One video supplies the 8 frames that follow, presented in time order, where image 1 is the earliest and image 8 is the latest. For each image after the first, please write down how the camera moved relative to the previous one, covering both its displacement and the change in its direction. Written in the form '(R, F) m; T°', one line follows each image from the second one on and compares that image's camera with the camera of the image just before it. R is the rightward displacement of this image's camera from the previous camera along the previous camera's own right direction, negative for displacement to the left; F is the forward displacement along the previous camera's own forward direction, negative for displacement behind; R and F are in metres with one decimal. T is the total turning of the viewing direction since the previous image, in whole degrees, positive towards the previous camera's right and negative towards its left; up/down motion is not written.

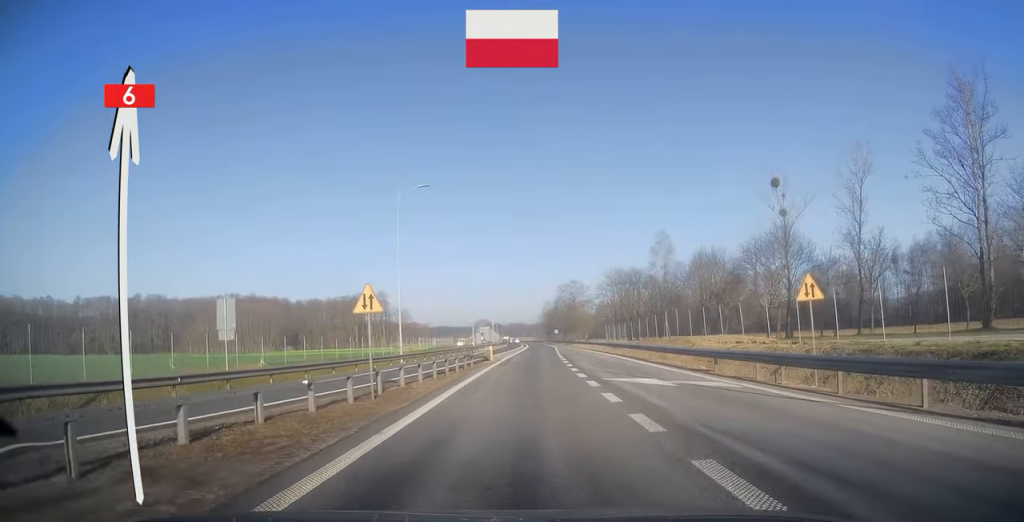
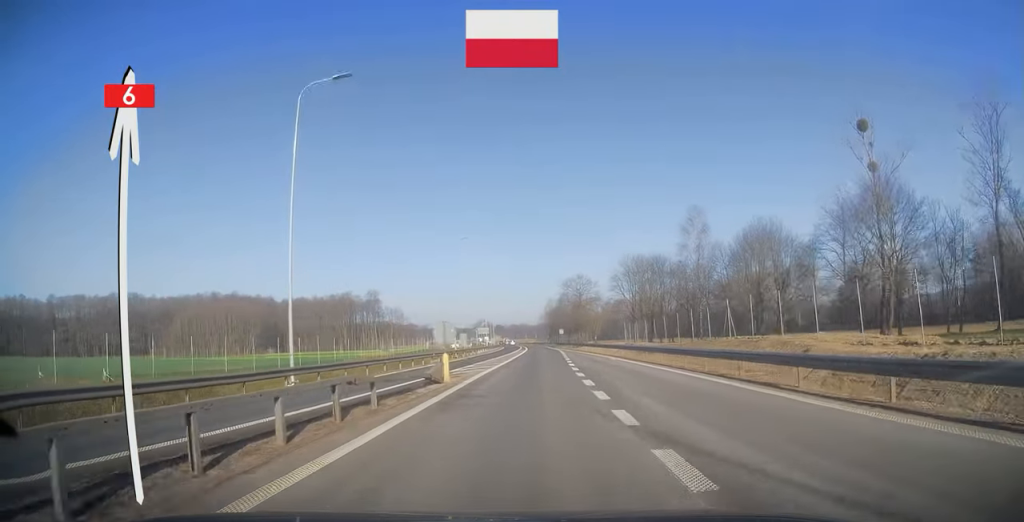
(-0.3, +18.9) m; 0°
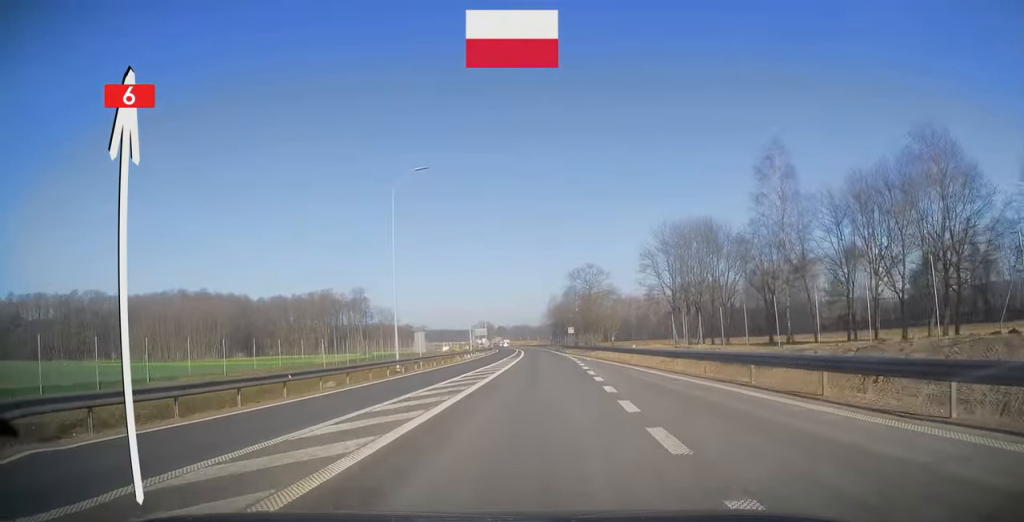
(+0.3, +26.0) m; +1°
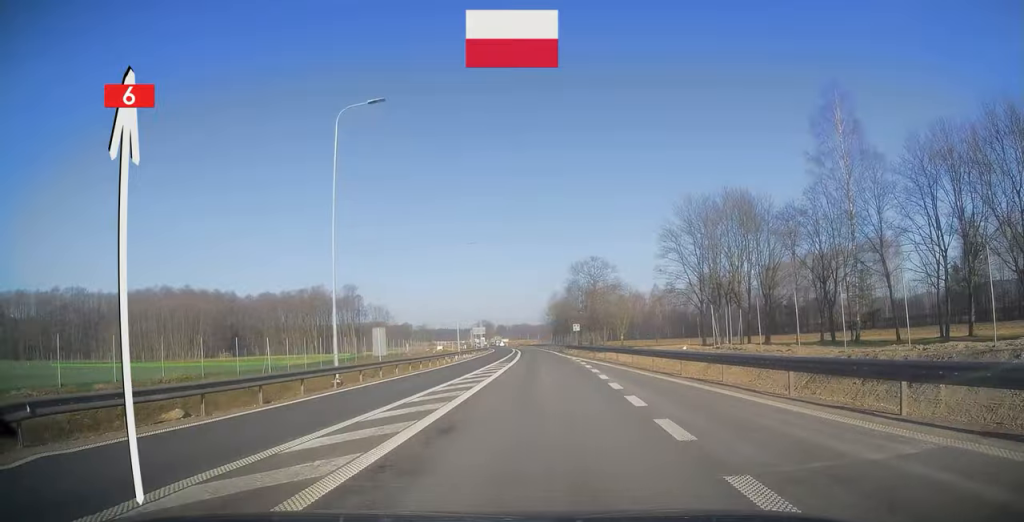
(0.0, +11.1) m; 0°
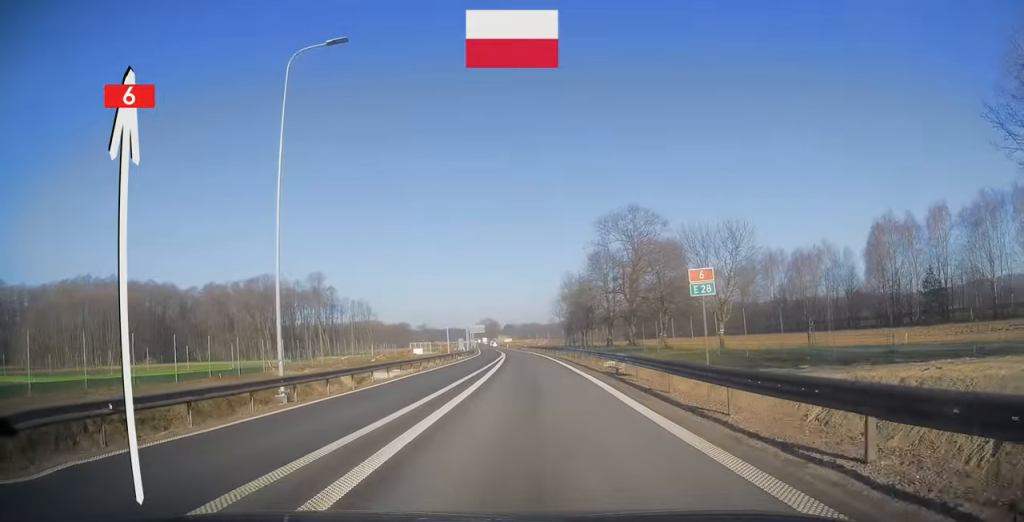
(0.0, +46.6) m; 0°
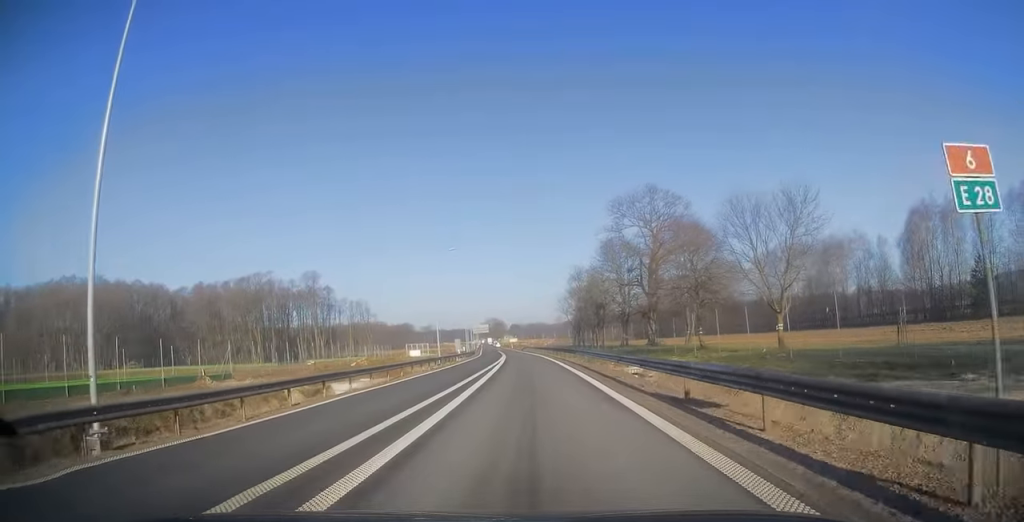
(+0.1, +9.7) m; -1°
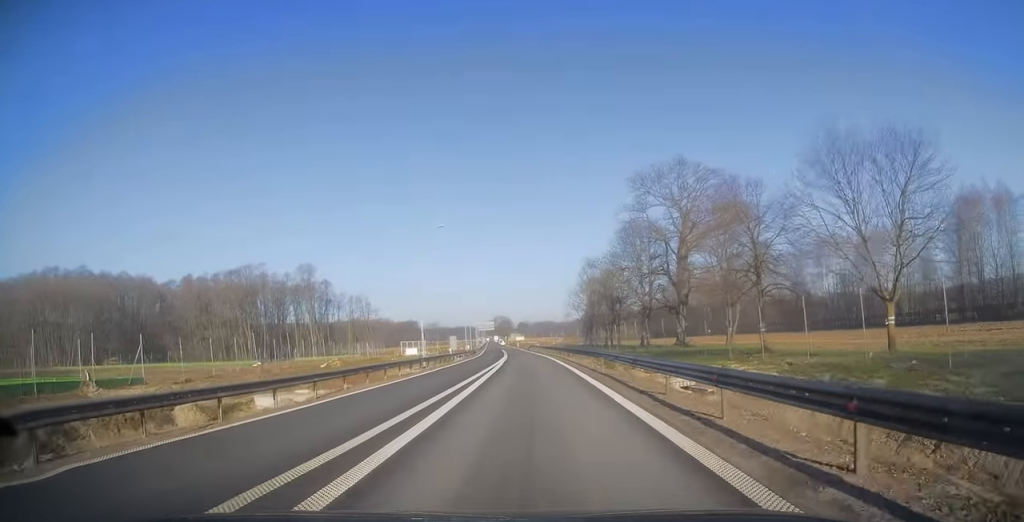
(-0.2, +10.4) m; -1°
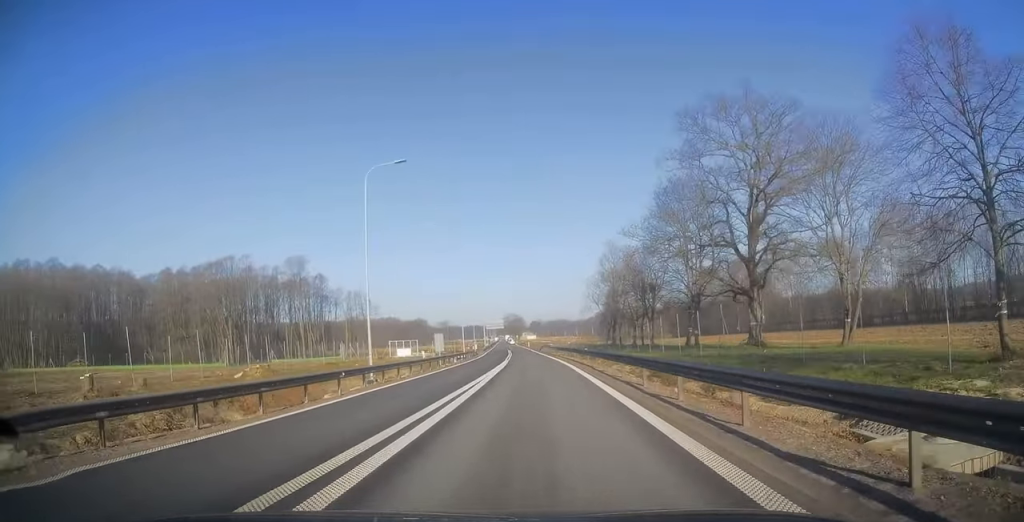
(-0.2, +16.7) m; -1°
